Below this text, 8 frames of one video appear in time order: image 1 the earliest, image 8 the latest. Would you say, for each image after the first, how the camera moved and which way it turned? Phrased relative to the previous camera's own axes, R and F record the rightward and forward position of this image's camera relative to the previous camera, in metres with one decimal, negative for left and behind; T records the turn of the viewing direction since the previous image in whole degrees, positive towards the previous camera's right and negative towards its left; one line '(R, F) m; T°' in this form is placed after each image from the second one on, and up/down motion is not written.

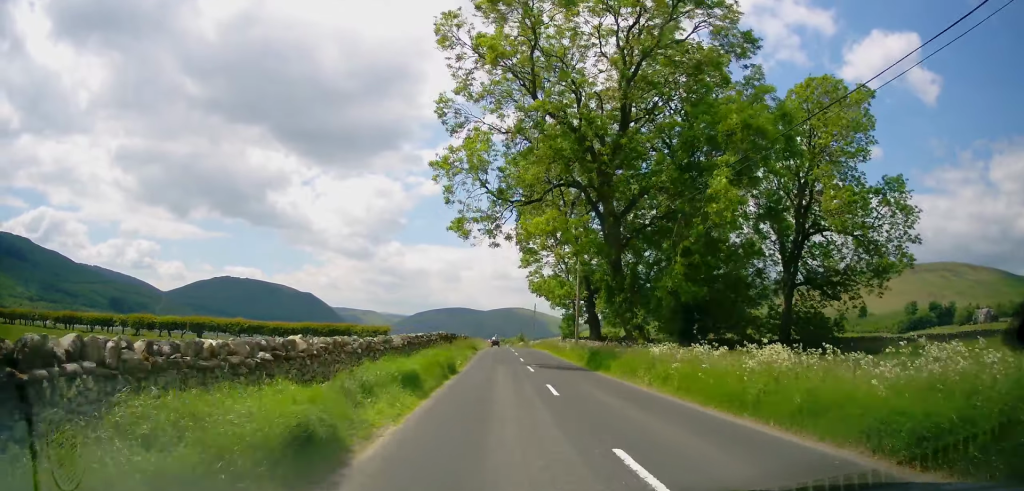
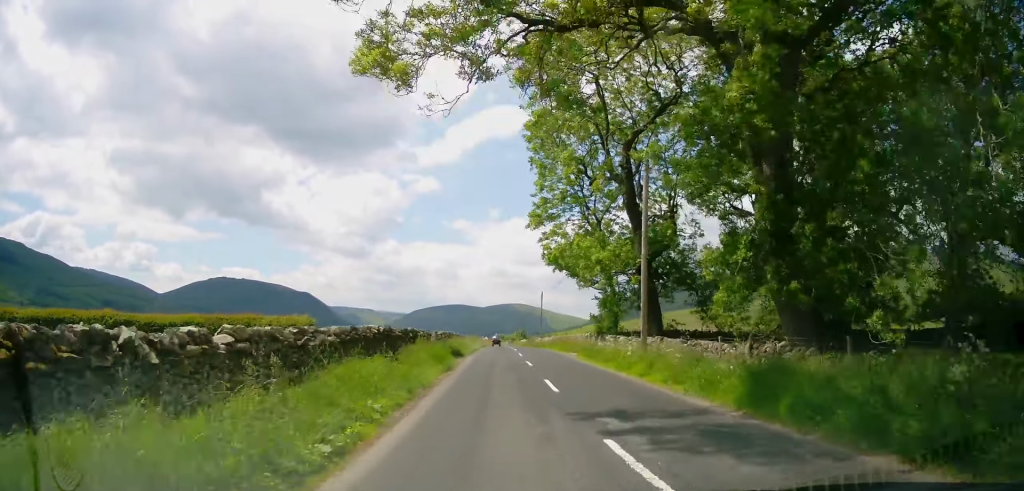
(-0.5, +17.9) m; -2°
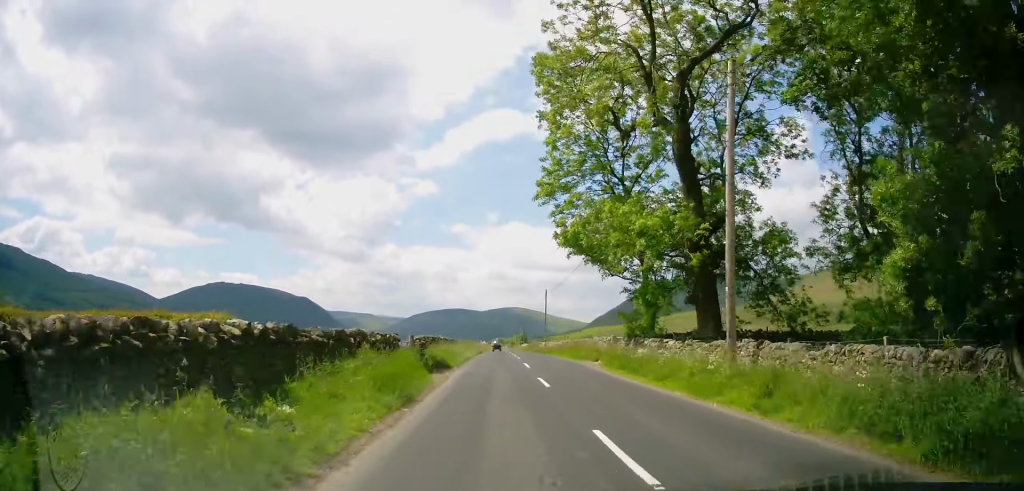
(-0.3, +7.9) m; 0°
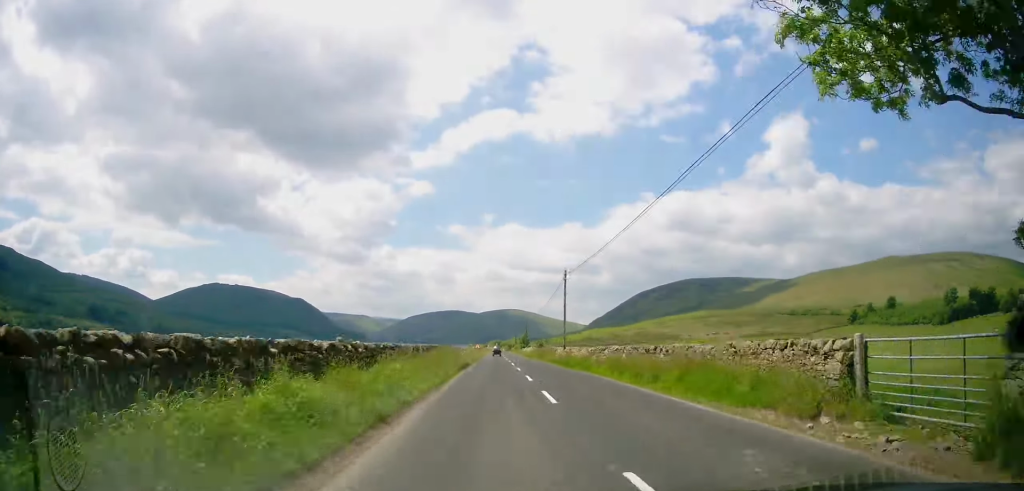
(+0.7, +21.3) m; +1°
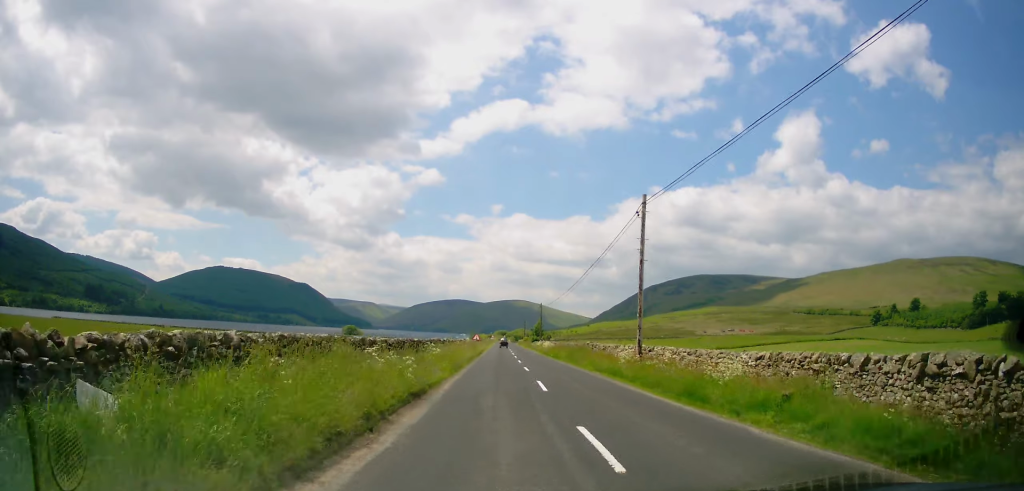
(-0.3, +22.7) m; -1°
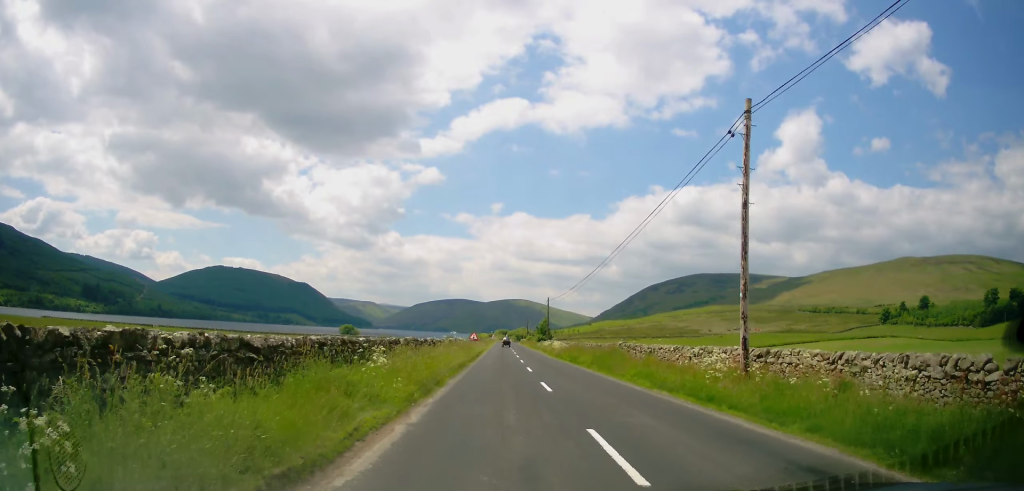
(+0.2, +9.7) m; 0°
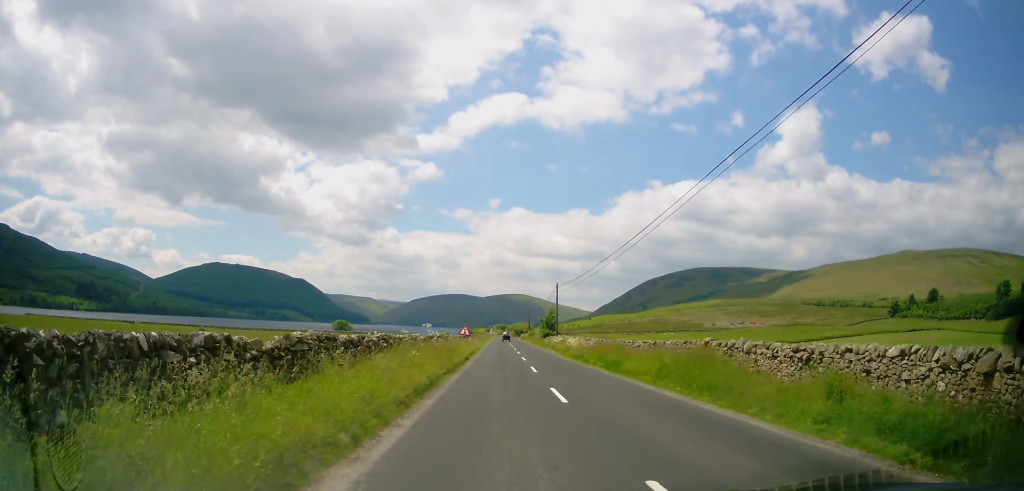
(-0.2, +11.8) m; 0°
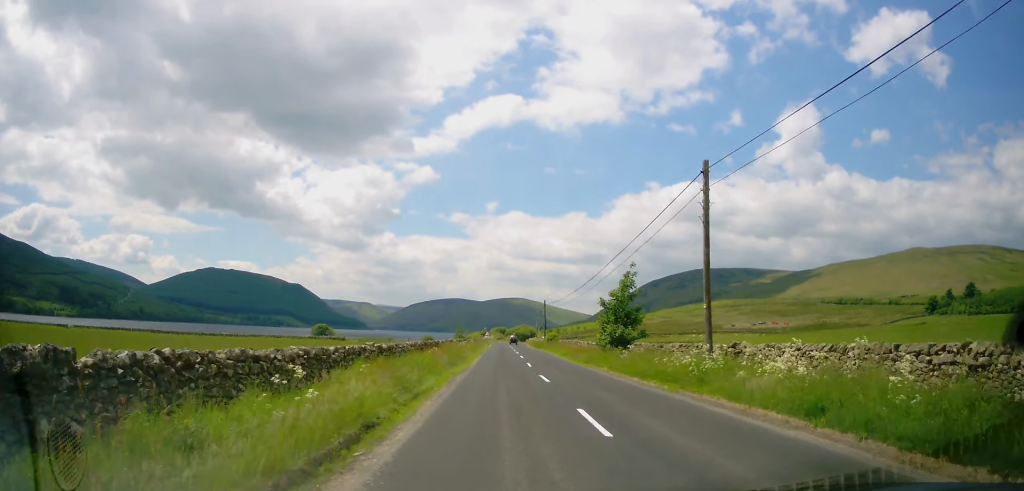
(-0.1, +39.5) m; 0°
